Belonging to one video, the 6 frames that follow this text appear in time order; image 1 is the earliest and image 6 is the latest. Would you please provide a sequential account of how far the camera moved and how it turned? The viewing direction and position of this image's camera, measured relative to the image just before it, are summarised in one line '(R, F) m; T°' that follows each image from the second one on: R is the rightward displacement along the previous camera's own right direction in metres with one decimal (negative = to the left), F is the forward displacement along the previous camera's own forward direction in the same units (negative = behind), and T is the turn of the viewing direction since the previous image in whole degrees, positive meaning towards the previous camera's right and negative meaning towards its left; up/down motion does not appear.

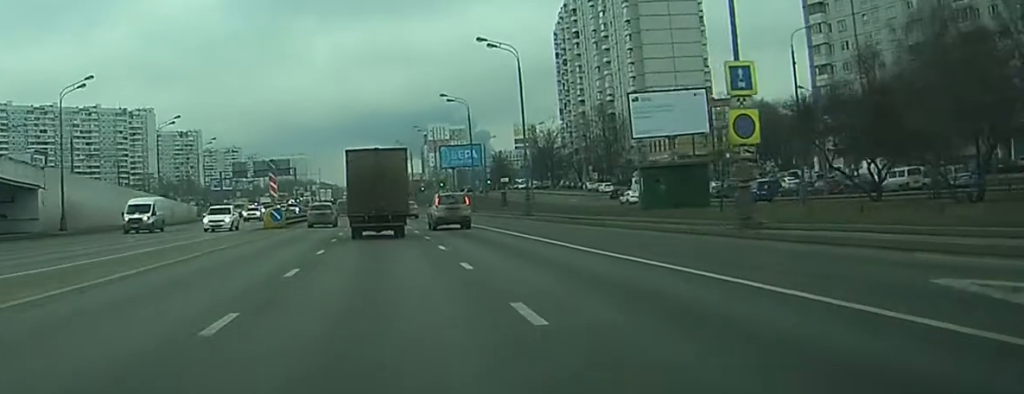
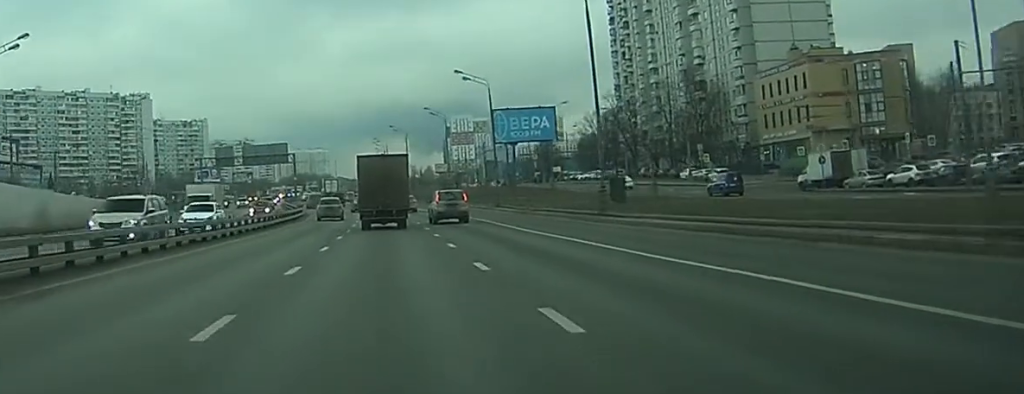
(+0.3, +47.2) m; 0°
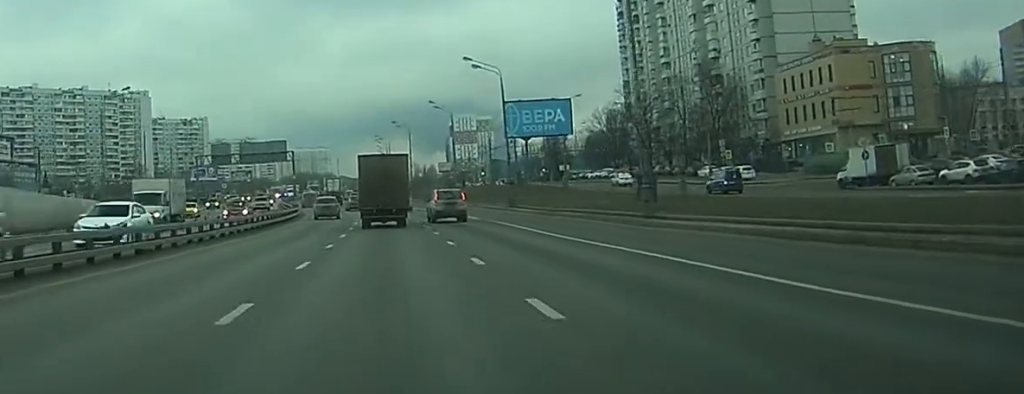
(0.0, +6.9) m; 0°
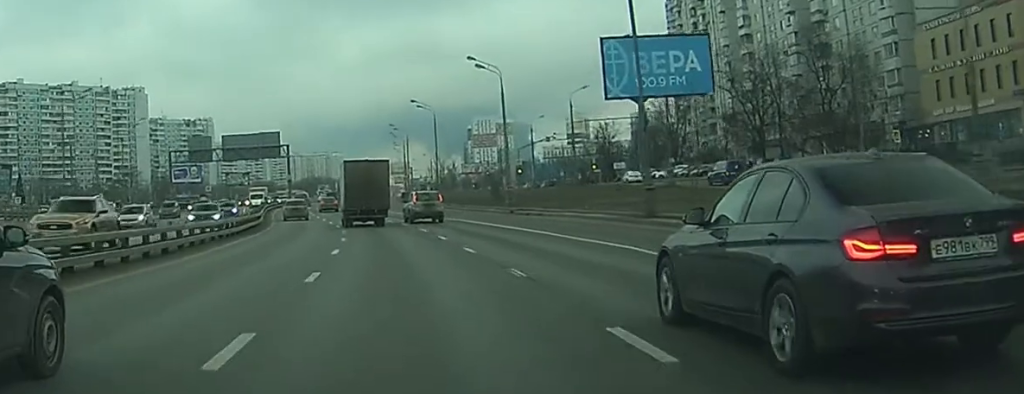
(-0.2, +35.2) m; -1°
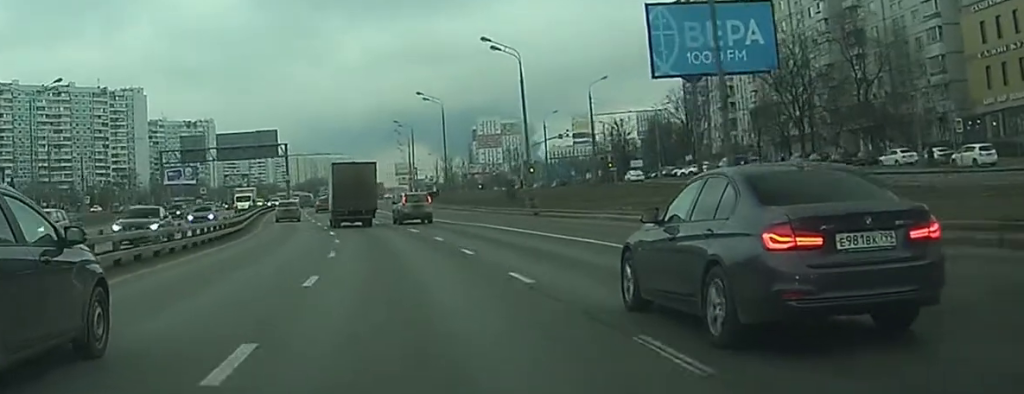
(0.0, +8.6) m; 0°
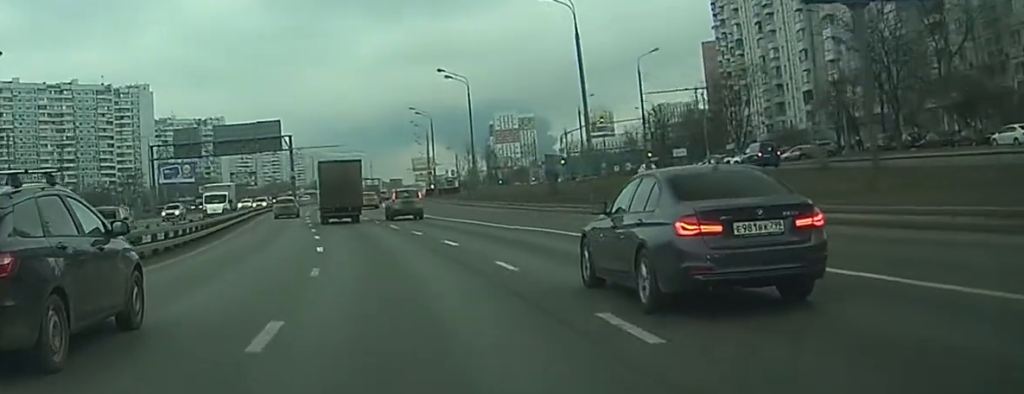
(+0.1, +14.6) m; -1°
